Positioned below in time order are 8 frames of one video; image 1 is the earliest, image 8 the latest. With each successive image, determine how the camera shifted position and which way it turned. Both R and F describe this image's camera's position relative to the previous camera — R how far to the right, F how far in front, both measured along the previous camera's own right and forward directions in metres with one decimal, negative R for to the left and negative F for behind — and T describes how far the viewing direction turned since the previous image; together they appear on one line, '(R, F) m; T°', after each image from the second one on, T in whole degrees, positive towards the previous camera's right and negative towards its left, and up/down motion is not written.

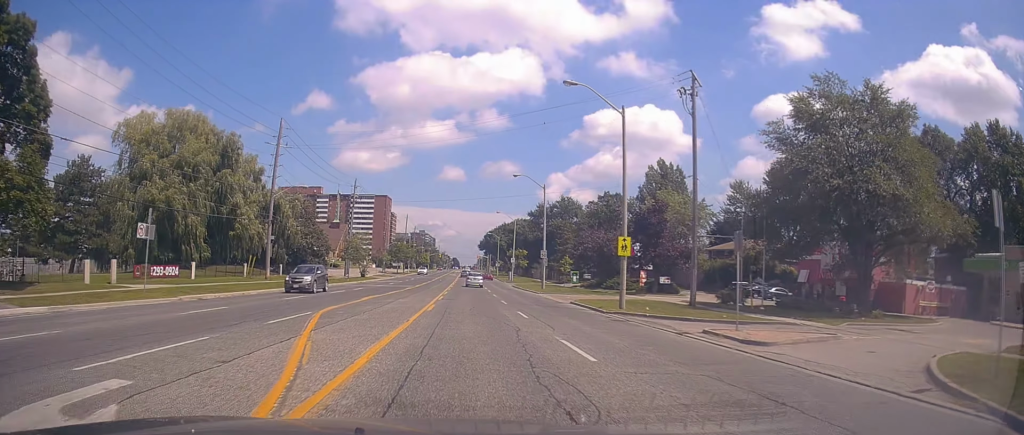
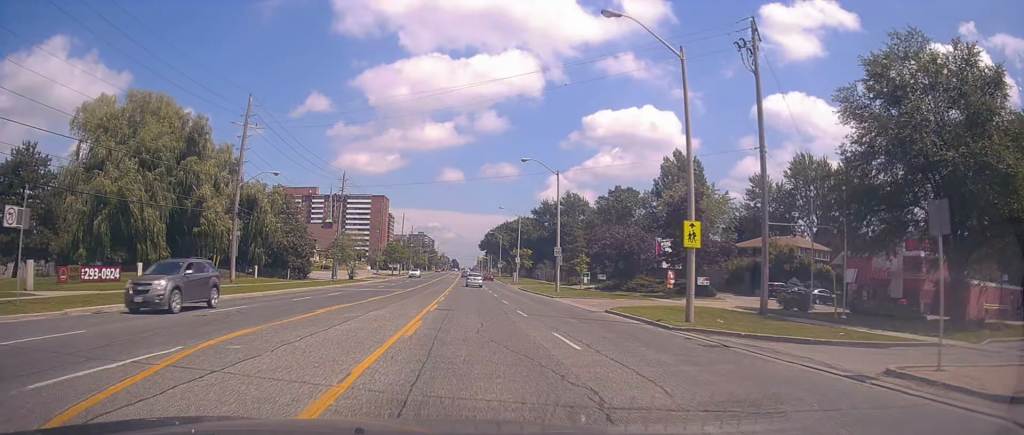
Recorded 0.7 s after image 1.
(+0.1, +8.4) m; +1°
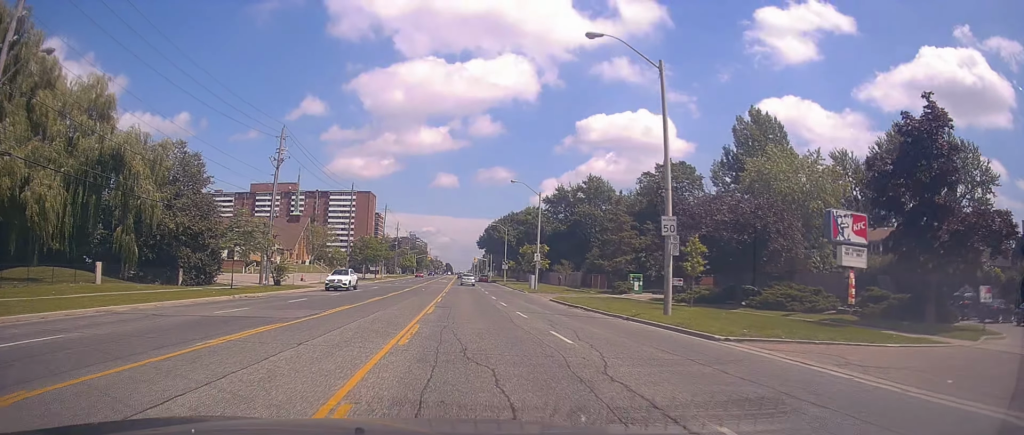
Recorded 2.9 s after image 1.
(+0.6, +27.4) m; +1°
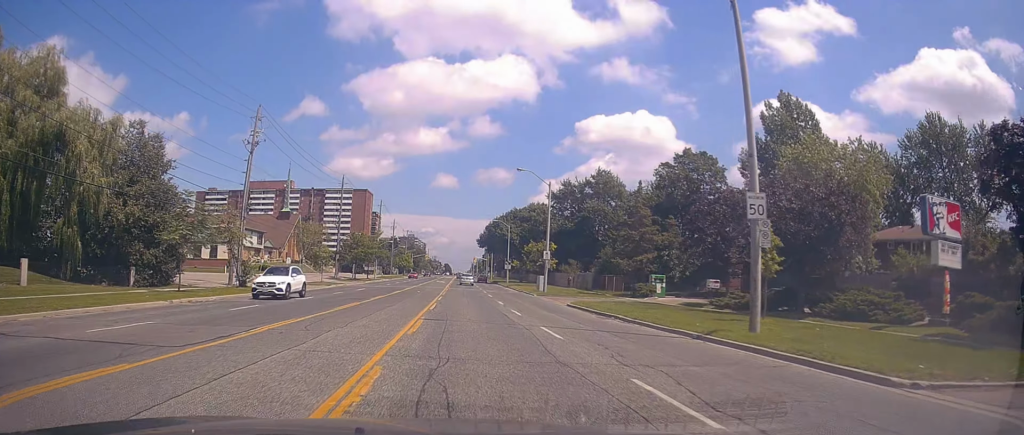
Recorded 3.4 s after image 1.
(0.0, +6.9) m; 0°
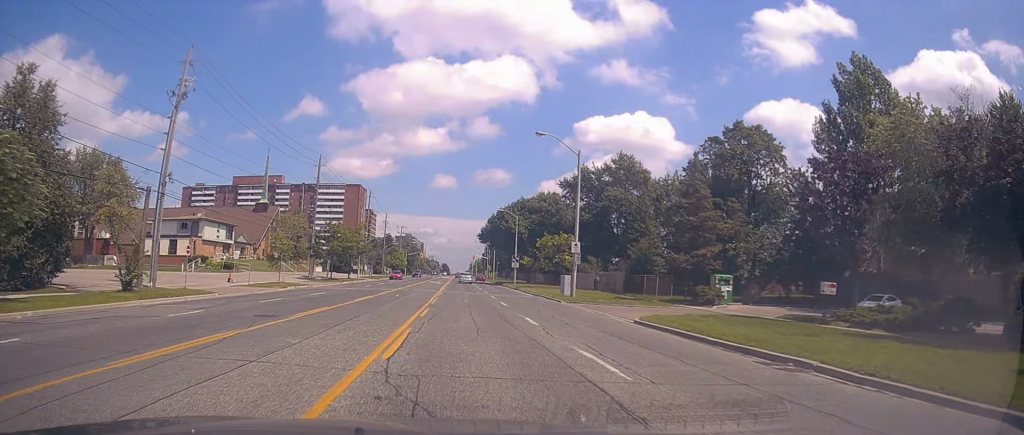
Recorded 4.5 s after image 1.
(0.0, +13.5) m; 0°
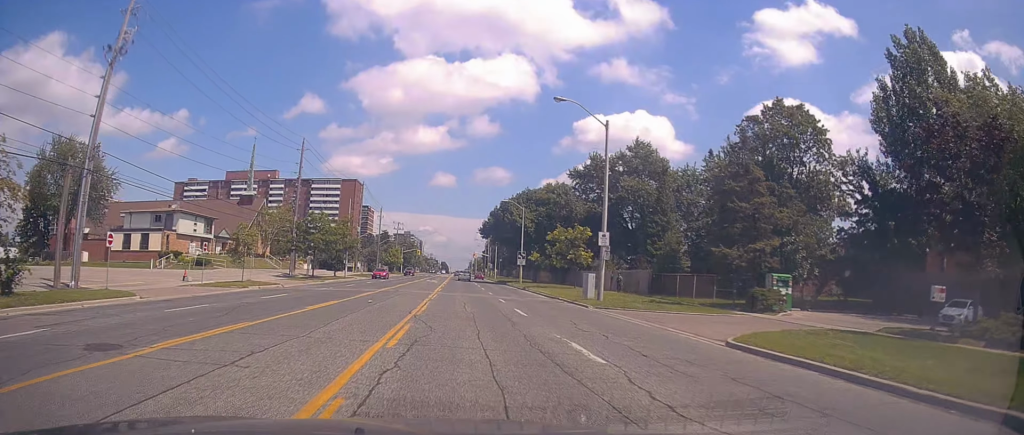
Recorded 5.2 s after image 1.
(-0.1, +7.8) m; 0°
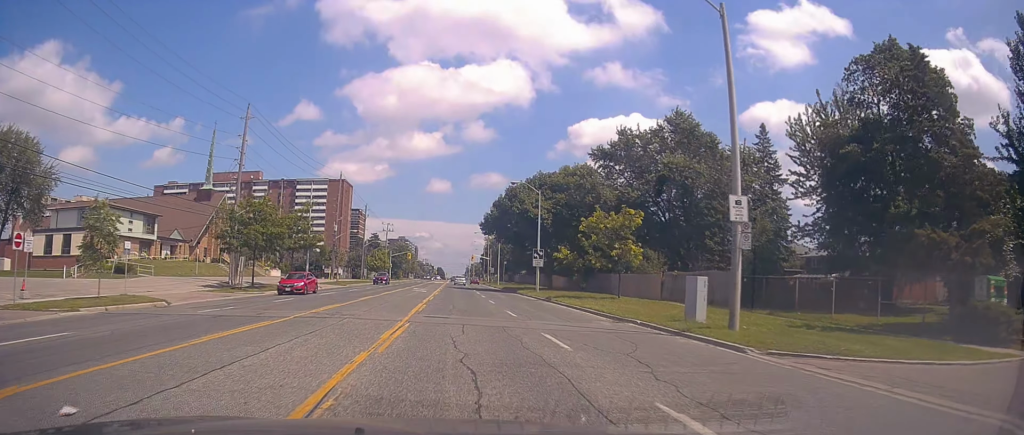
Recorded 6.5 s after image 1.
(+0.2, +16.4) m; 0°
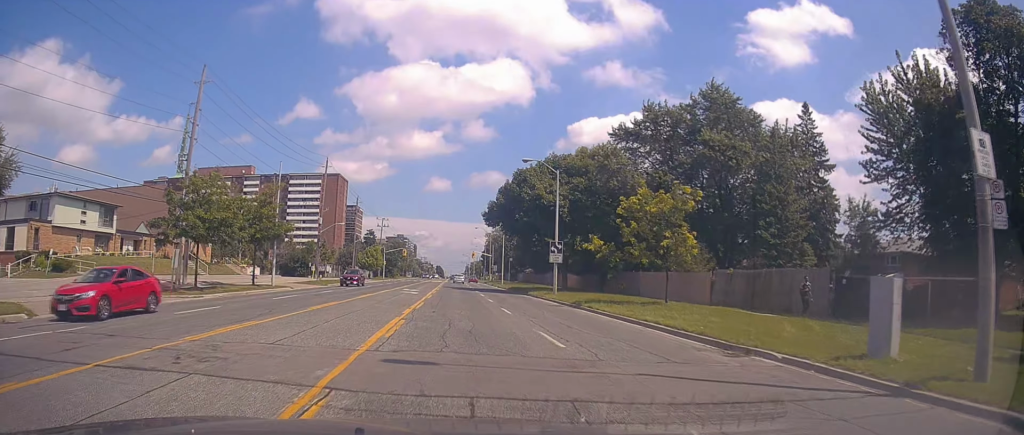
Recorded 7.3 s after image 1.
(-0.1, +9.4) m; +1°
